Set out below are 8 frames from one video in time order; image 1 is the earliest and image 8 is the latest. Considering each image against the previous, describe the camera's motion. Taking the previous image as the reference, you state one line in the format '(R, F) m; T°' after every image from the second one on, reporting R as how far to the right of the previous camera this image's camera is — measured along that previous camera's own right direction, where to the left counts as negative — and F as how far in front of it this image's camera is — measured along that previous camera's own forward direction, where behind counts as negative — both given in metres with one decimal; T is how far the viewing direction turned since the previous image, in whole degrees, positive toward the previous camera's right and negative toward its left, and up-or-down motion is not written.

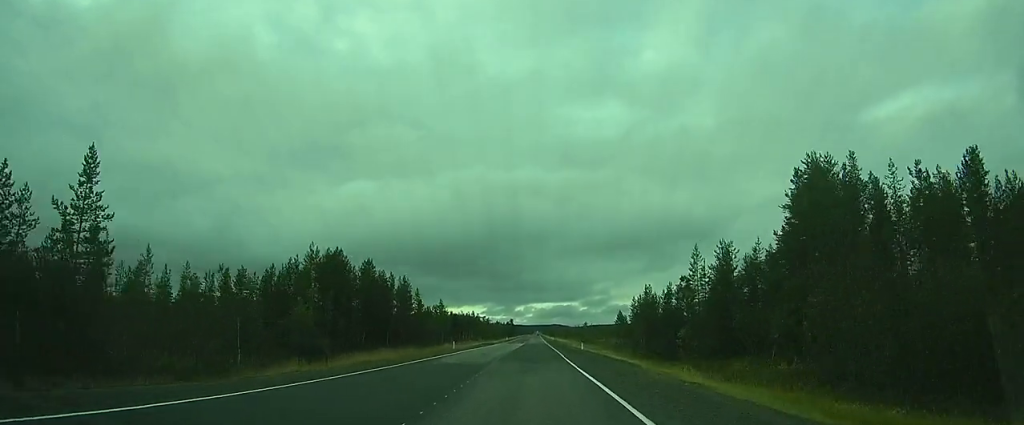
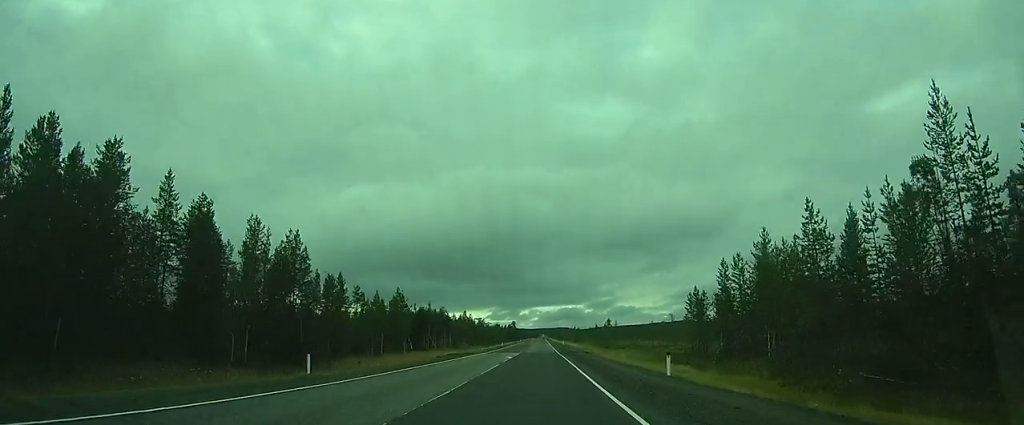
(-1.3, +37.7) m; -3°
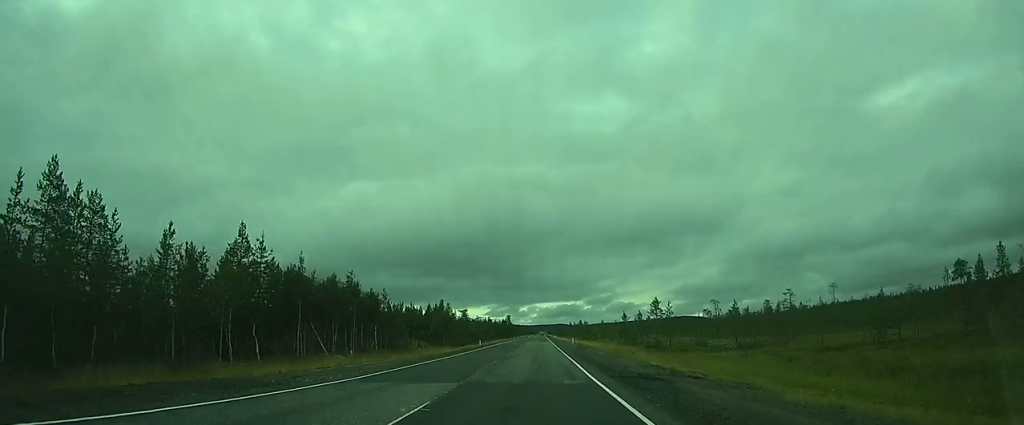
(-0.8, +41.4) m; -2°
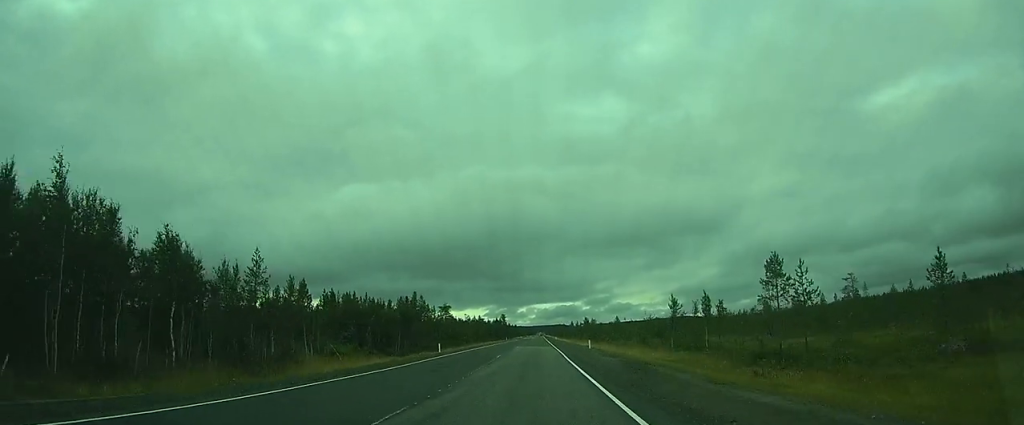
(+0.2, +28.5) m; 0°
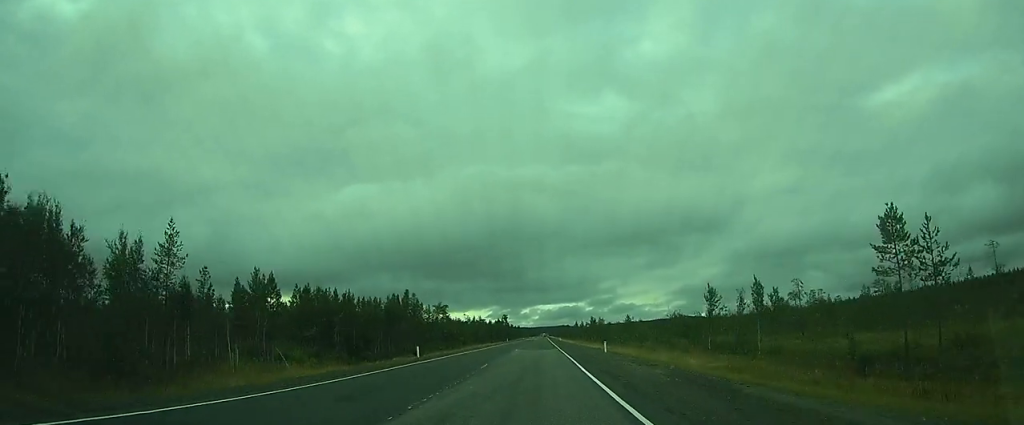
(0.0, +9.1) m; 0°
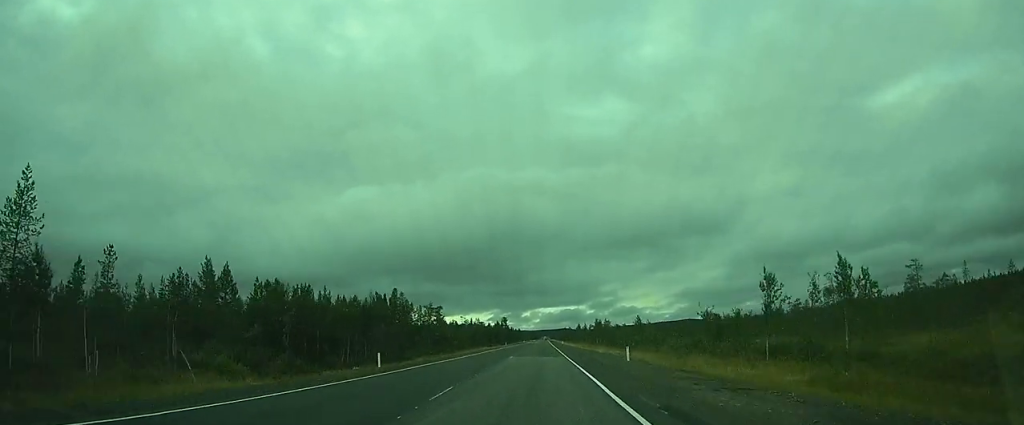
(0.0, +8.9) m; -1°
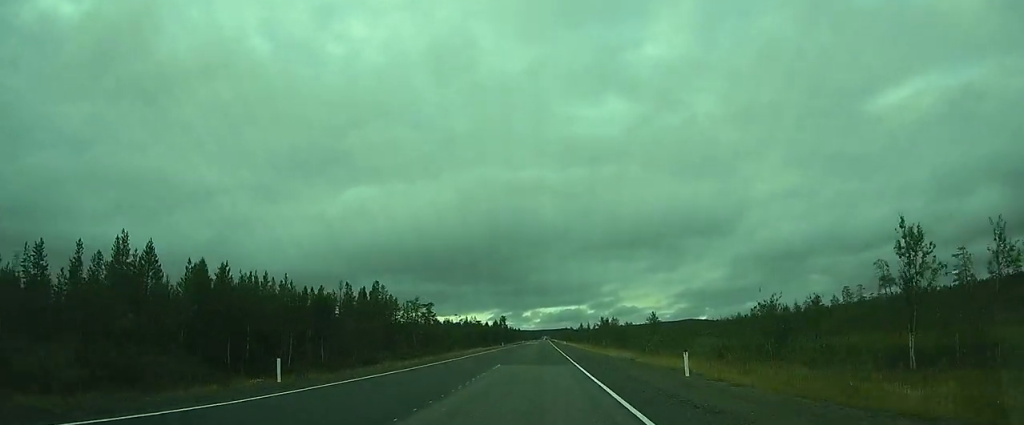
(0.0, +10.7) m; -1°
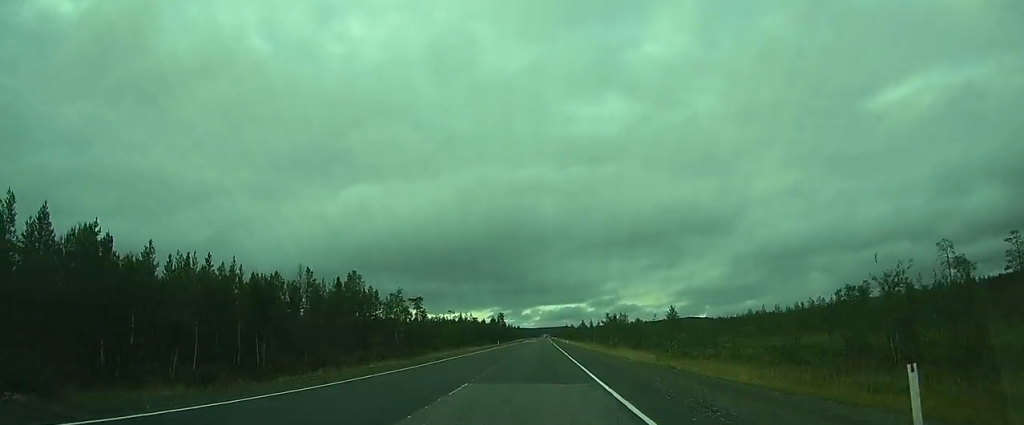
(-0.2, +9.9) m; -1°
